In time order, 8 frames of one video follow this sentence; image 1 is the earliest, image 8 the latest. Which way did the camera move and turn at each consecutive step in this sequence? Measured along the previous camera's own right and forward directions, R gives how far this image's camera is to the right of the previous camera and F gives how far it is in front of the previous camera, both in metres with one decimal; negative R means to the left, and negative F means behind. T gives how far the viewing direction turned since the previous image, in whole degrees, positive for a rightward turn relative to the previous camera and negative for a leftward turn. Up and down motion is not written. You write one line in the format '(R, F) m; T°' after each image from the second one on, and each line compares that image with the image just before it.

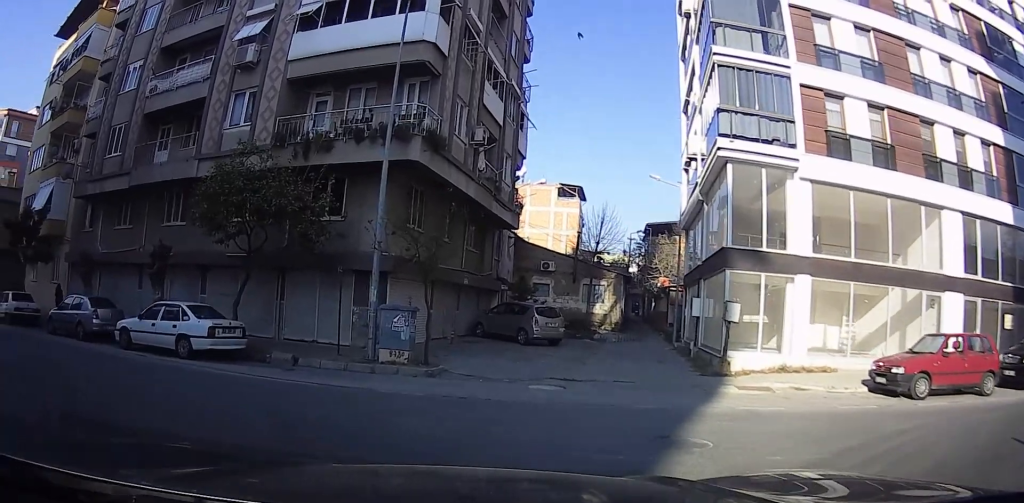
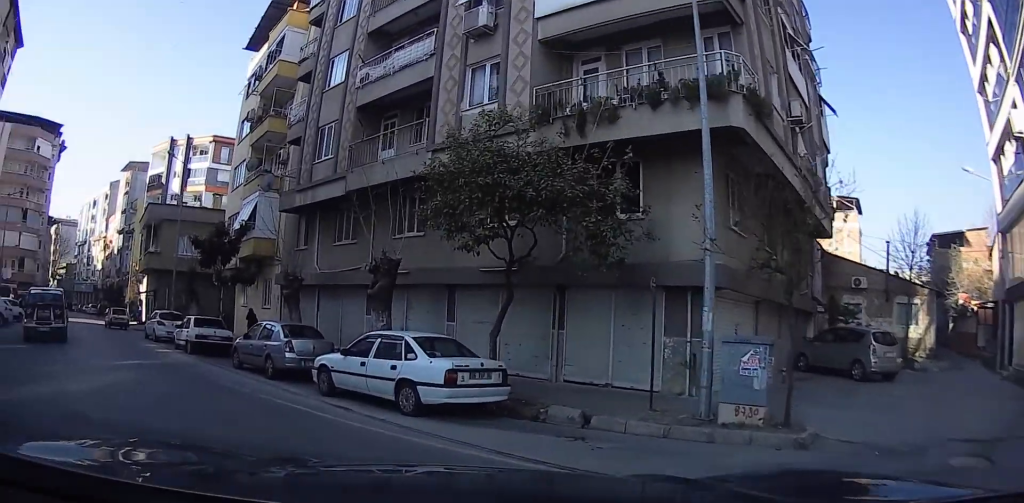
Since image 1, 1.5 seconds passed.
(-0.4, +3.5) m; -45°
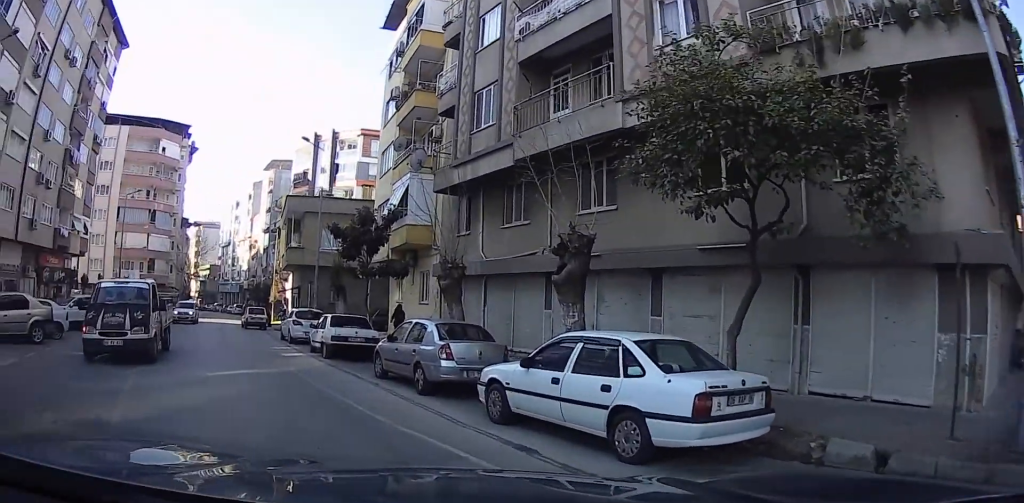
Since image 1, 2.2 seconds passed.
(-0.7, +2.0) m; -13°
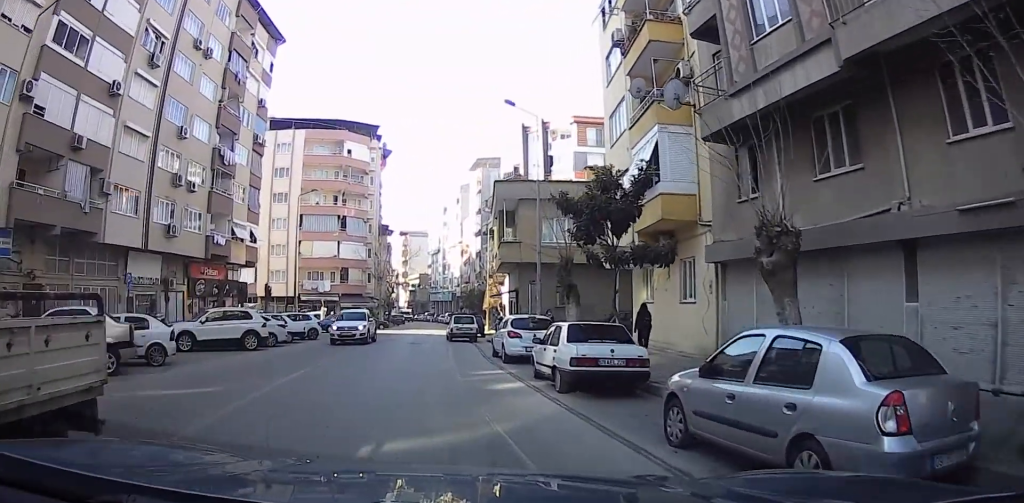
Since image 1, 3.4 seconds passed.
(-0.6, +4.7) m; -8°
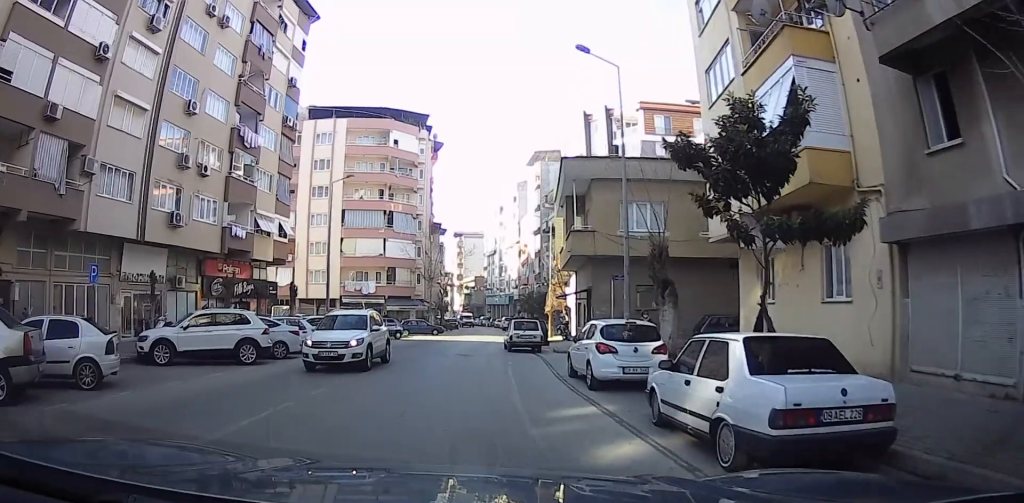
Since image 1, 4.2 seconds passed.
(-0.1, +4.2) m; -7°
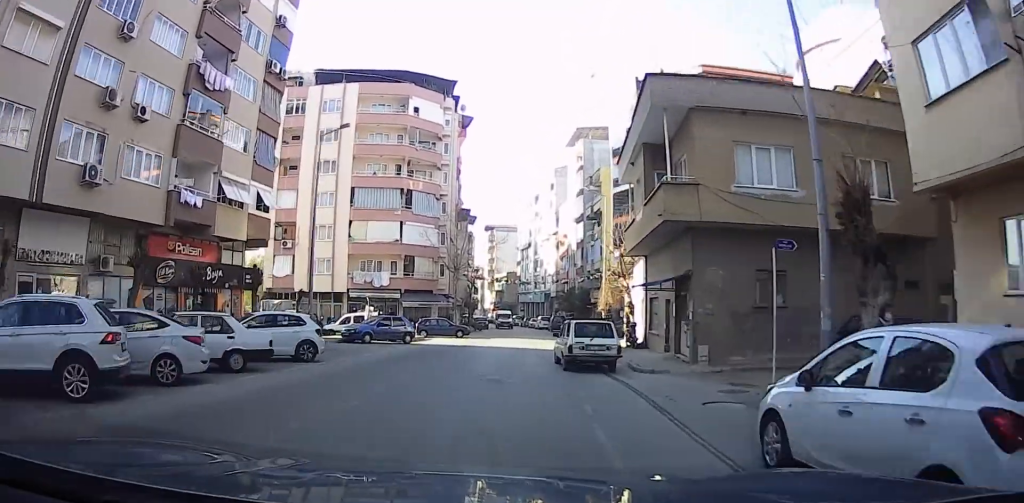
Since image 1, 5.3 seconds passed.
(-0.8, +7.0) m; -8°
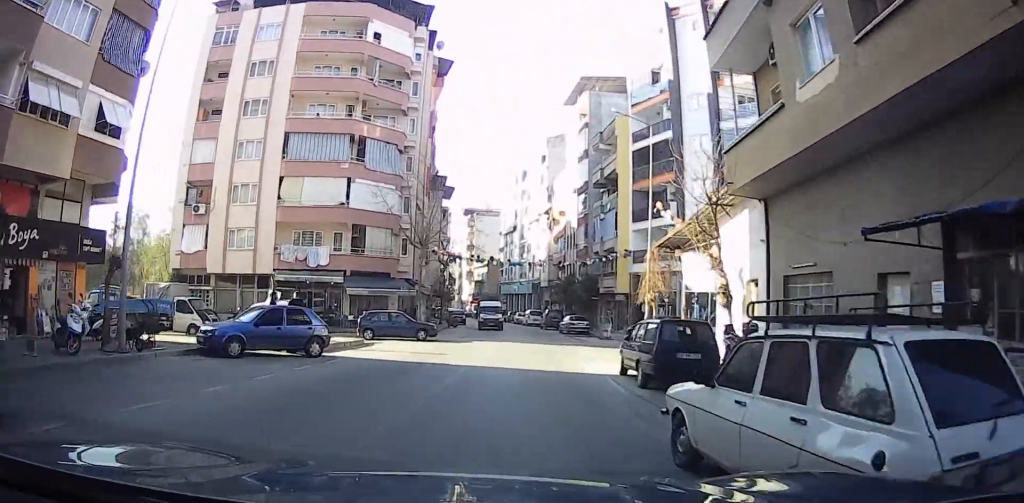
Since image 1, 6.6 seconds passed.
(-0.1, +12.5) m; 0°
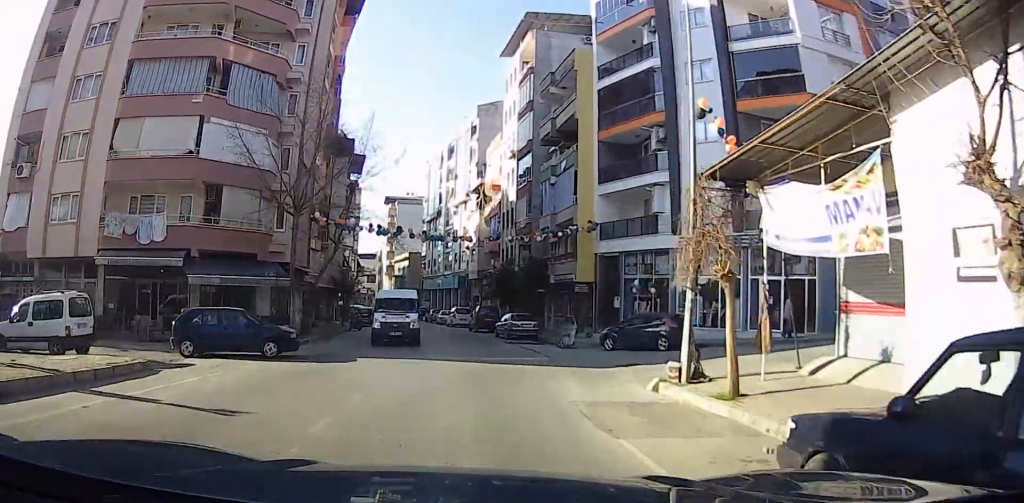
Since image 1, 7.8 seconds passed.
(0.0, +13.4) m; 0°
